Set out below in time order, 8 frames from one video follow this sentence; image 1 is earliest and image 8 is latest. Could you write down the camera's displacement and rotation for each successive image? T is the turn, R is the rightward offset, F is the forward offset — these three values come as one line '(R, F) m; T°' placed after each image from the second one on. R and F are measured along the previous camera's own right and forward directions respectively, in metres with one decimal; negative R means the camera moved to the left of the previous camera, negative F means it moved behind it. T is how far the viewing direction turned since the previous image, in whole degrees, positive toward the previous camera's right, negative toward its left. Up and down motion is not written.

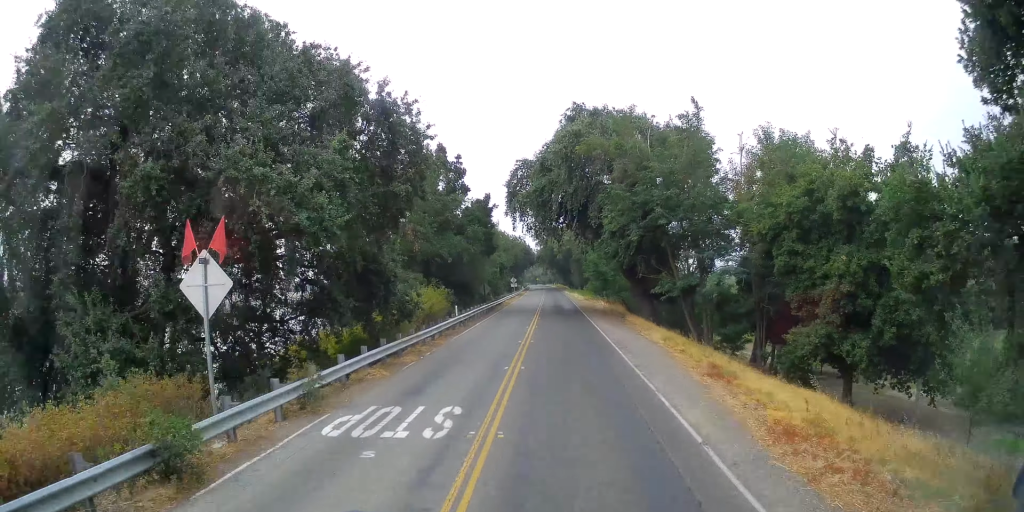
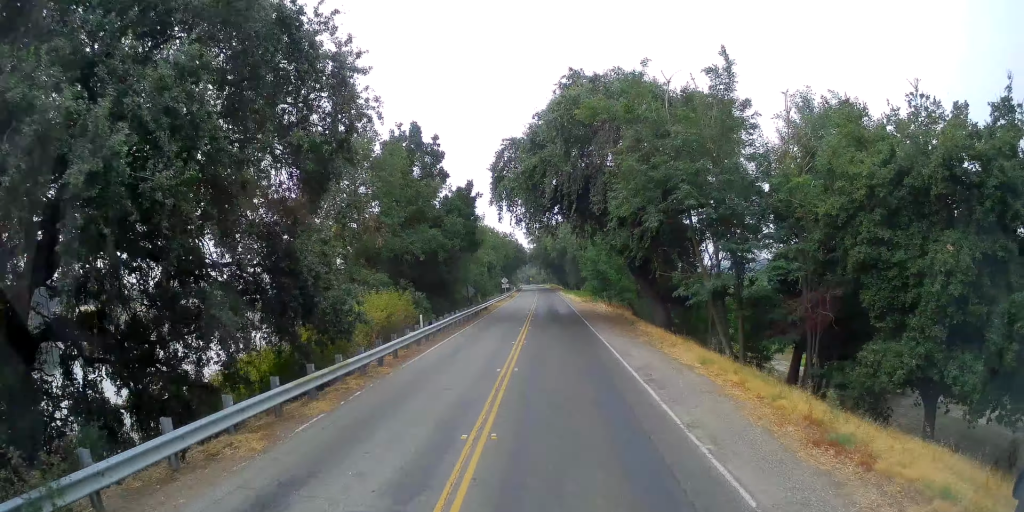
(0.0, +7.4) m; 0°
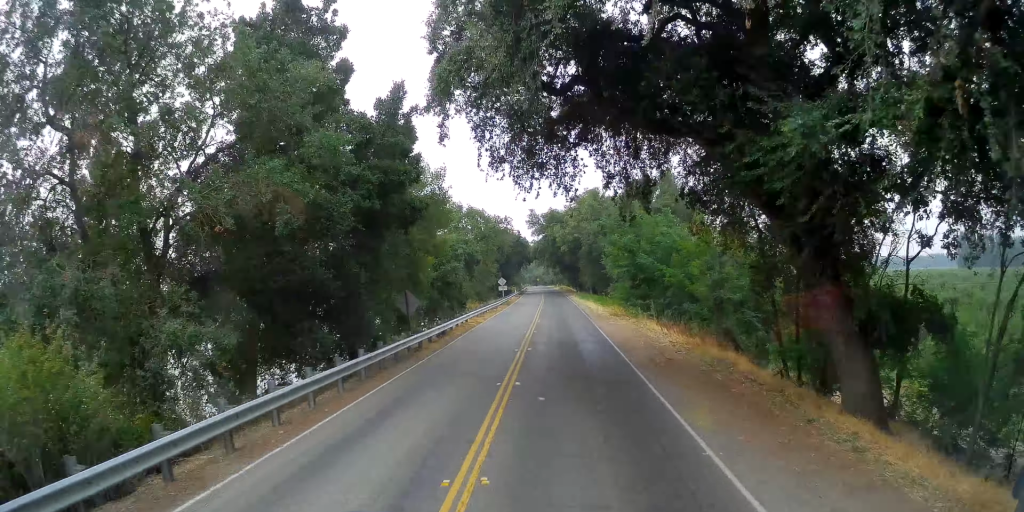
(0.0, +22.6) m; 0°
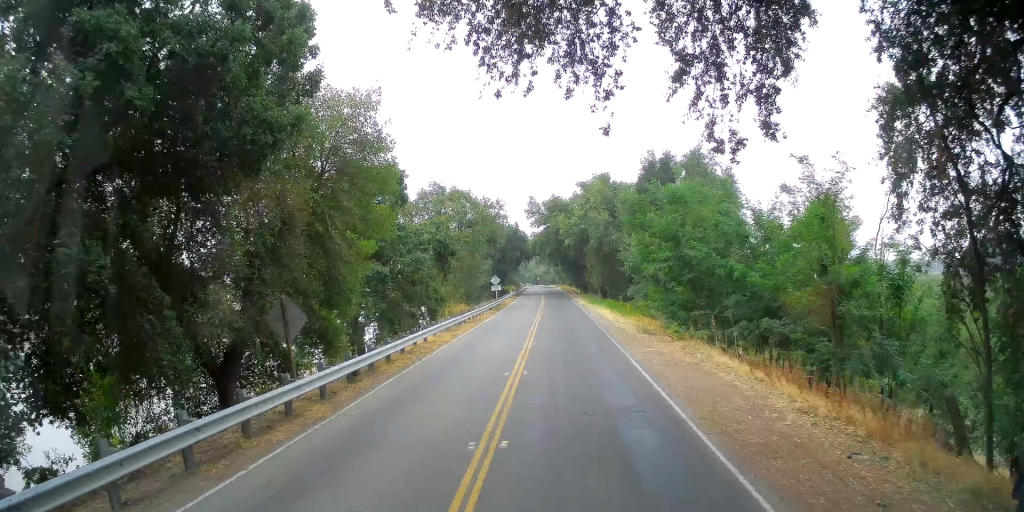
(0.0, +12.5) m; 0°
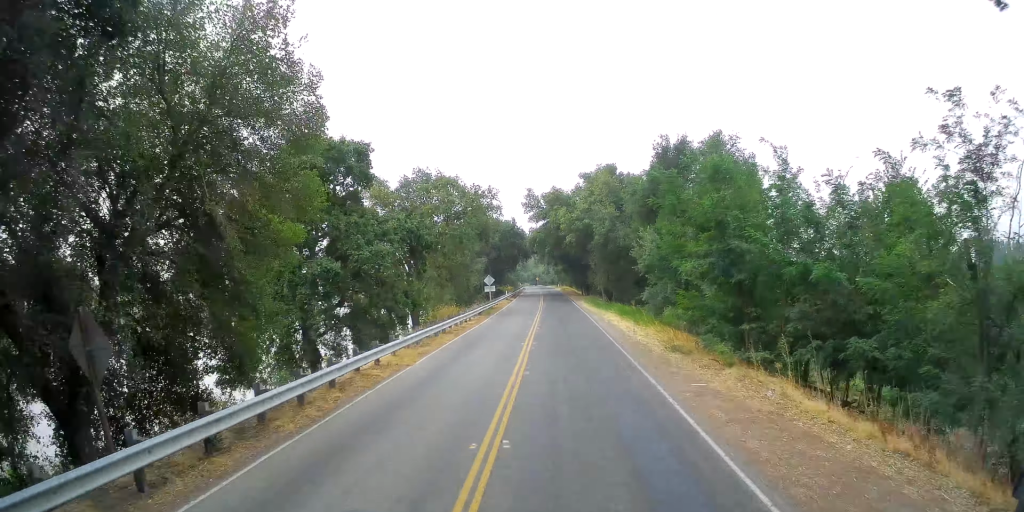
(0.0, +6.8) m; 0°
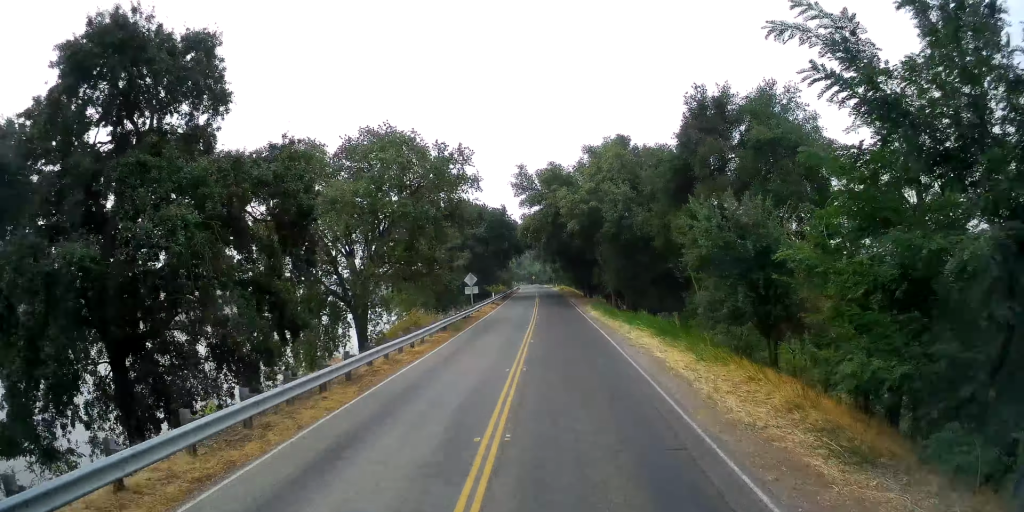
(0.0, +13.8) m; 0°
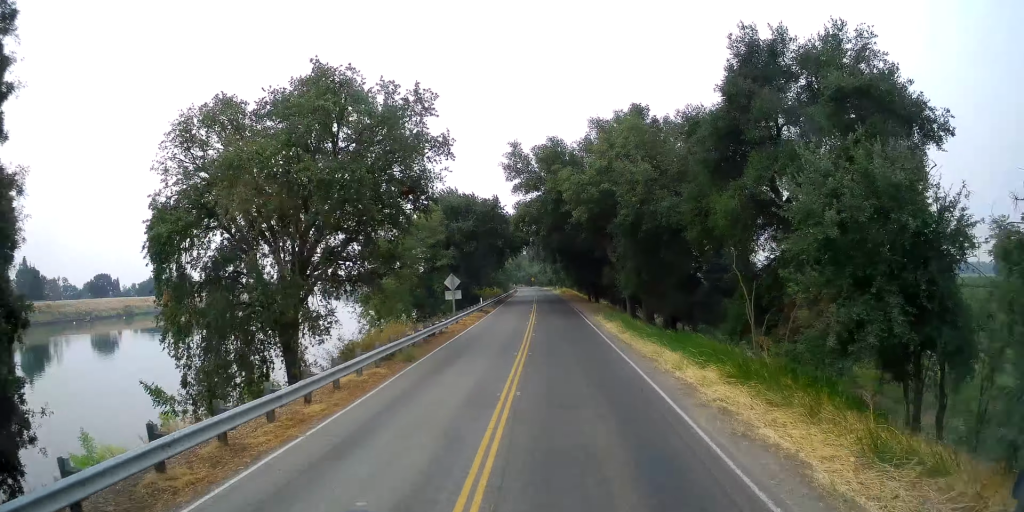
(0.0, +10.3) m; 0°
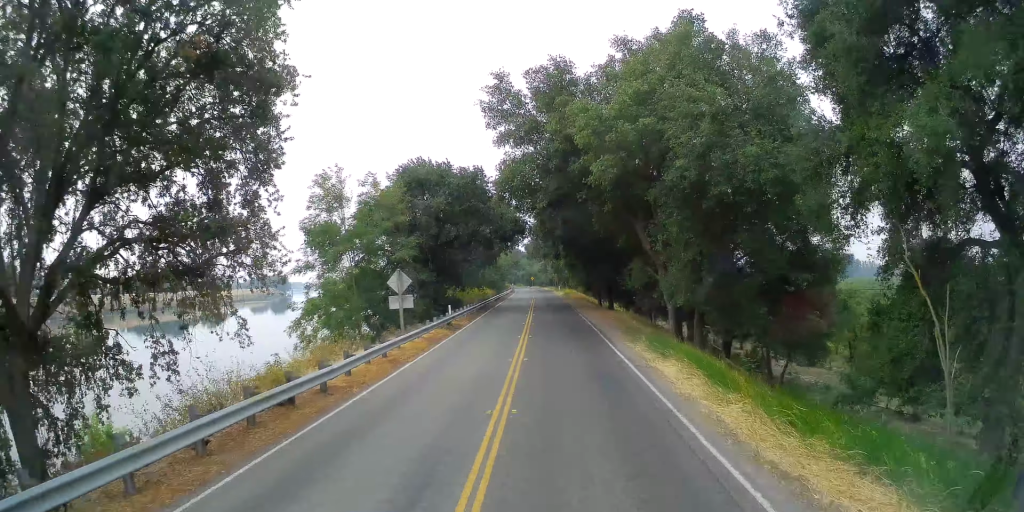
(0.0, +15.7) m; 0°
